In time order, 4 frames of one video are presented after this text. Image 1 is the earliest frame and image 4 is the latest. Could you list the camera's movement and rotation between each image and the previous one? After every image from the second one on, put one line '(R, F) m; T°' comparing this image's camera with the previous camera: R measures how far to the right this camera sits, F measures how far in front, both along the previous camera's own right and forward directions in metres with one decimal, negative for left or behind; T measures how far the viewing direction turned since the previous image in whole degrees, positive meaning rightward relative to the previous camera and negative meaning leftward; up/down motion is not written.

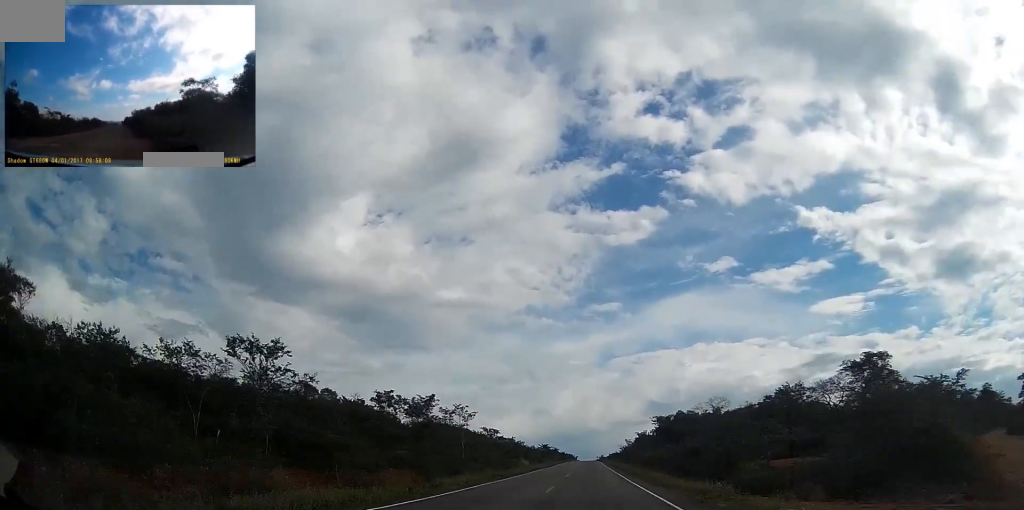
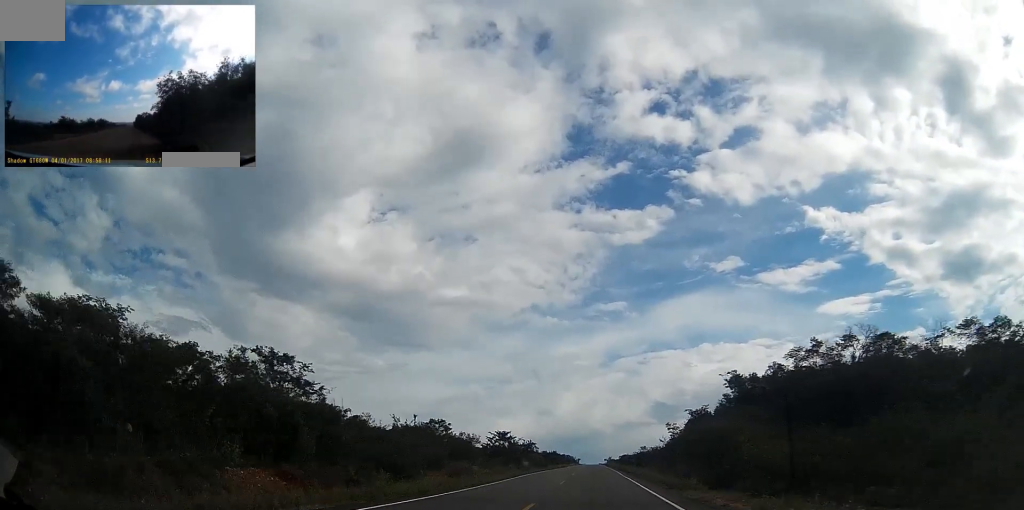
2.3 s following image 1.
(-0.1, +85.9) m; 0°
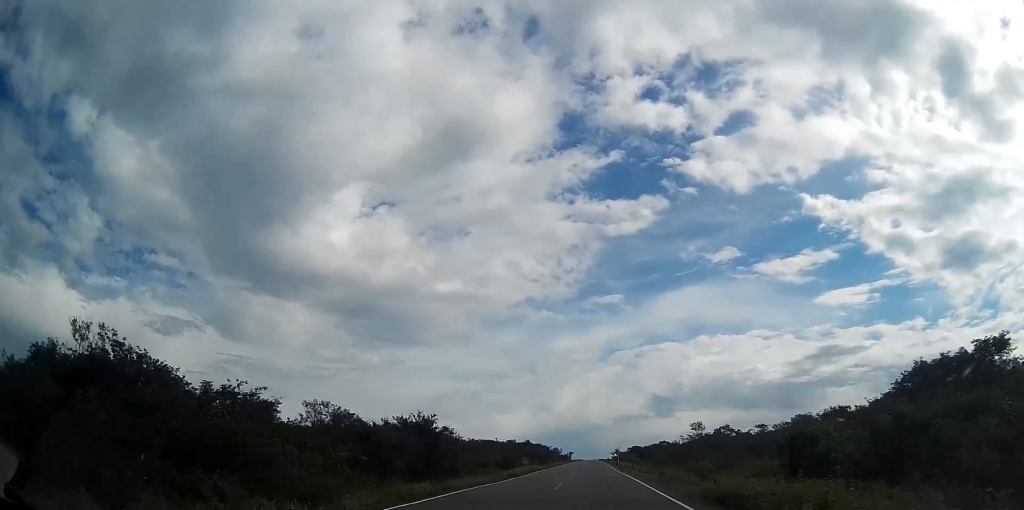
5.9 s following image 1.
(-0.7, +129.9) m; 0°
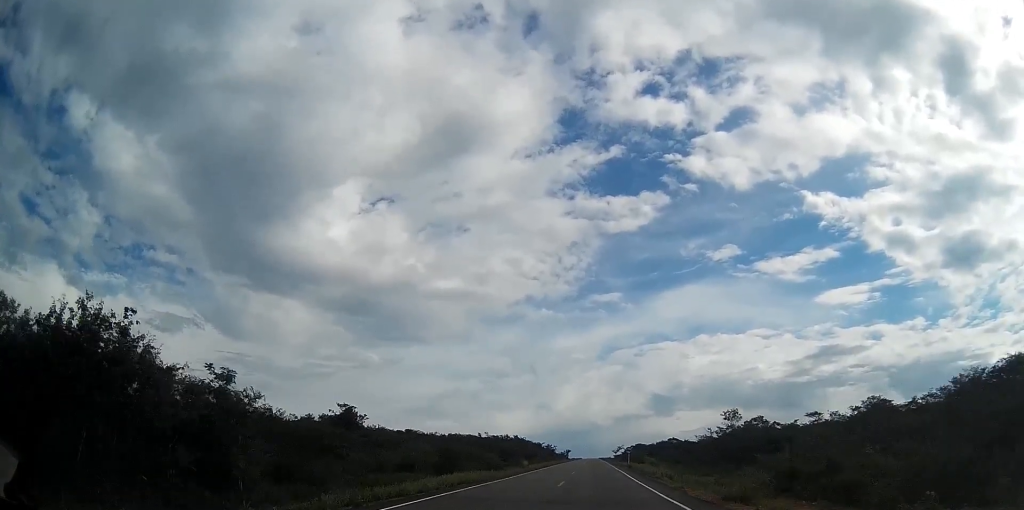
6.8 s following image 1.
(0.0, +31.1) m; 0°
